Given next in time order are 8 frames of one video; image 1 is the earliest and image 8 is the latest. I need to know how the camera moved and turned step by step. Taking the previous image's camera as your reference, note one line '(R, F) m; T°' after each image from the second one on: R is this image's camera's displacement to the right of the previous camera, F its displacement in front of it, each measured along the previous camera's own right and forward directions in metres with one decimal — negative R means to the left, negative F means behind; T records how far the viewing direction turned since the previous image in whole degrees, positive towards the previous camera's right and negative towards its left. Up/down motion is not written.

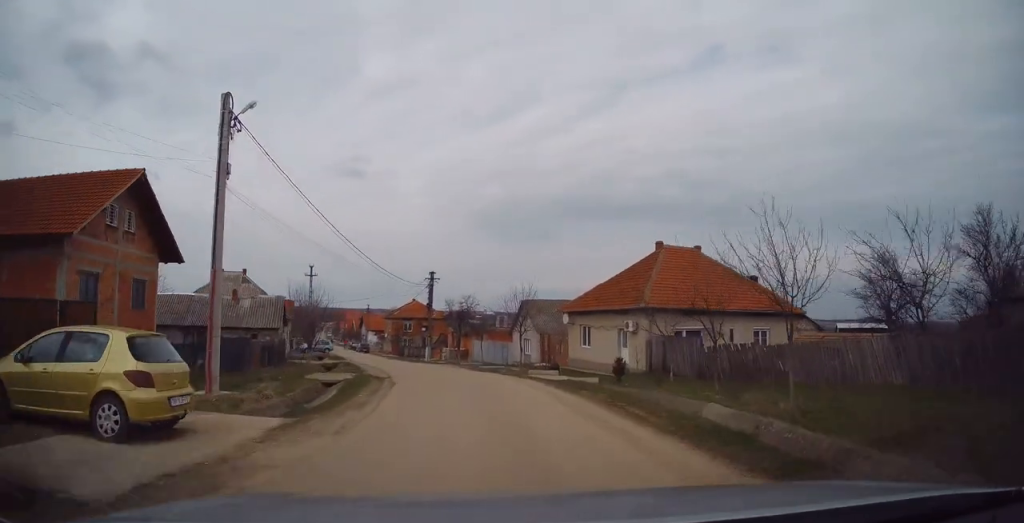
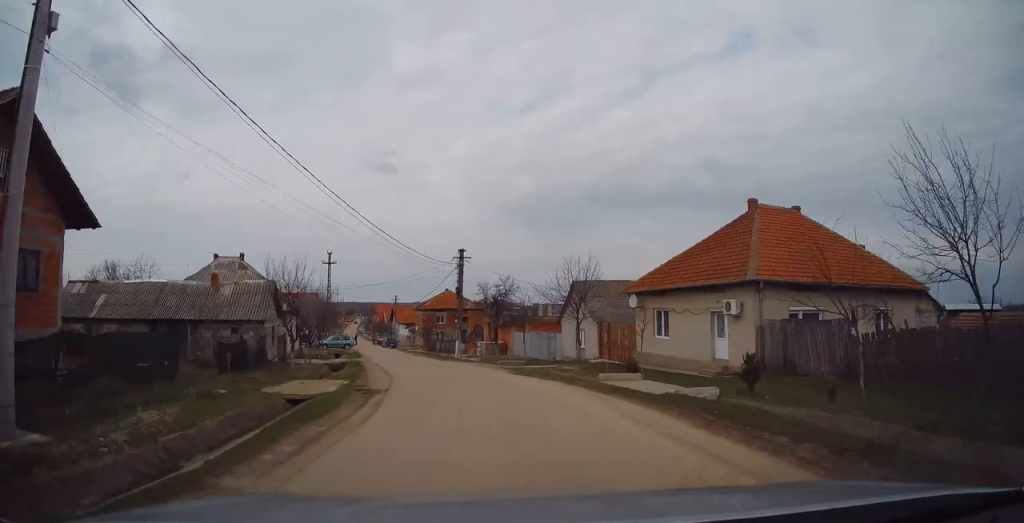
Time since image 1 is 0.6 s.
(0.0, +8.1) m; -4°
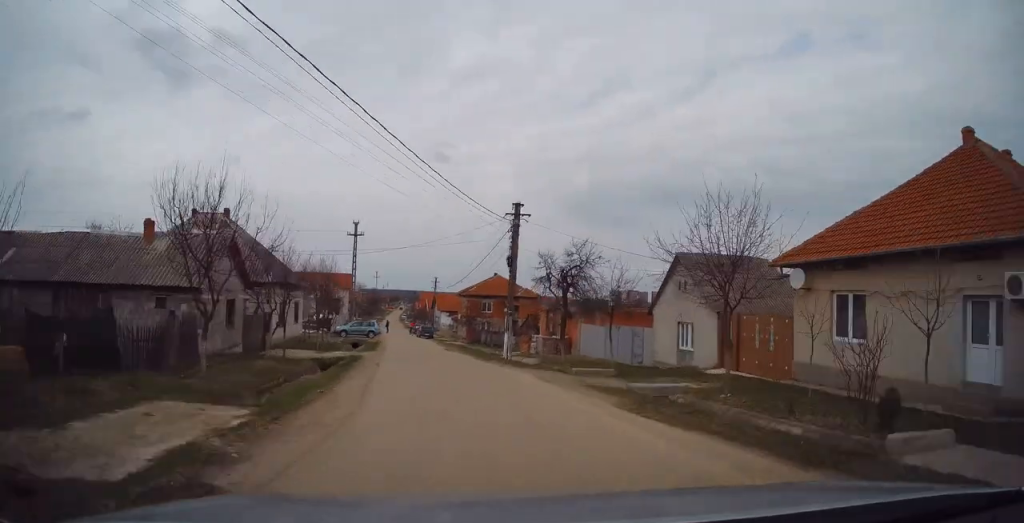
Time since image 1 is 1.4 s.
(-0.8, +10.8) m; -6°
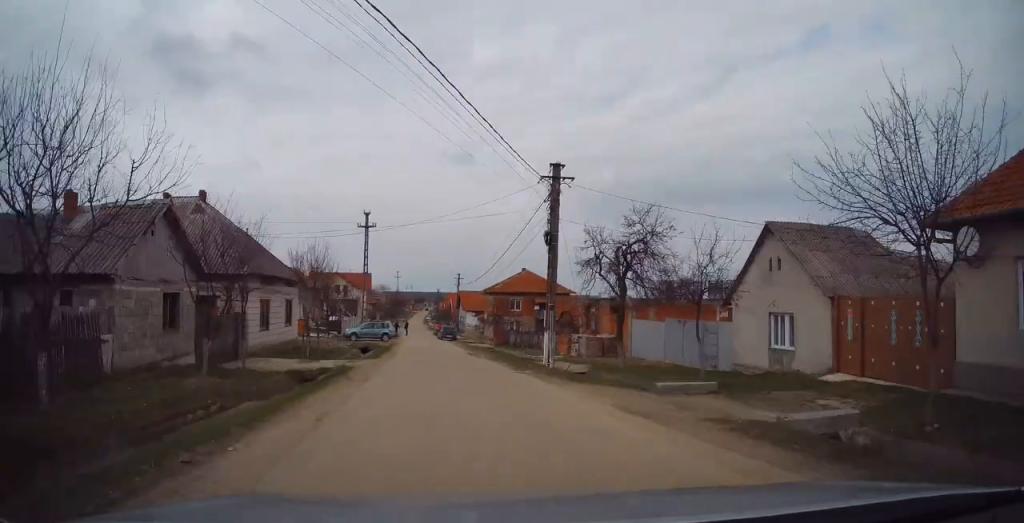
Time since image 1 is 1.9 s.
(-0.2, +6.3) m; -3°
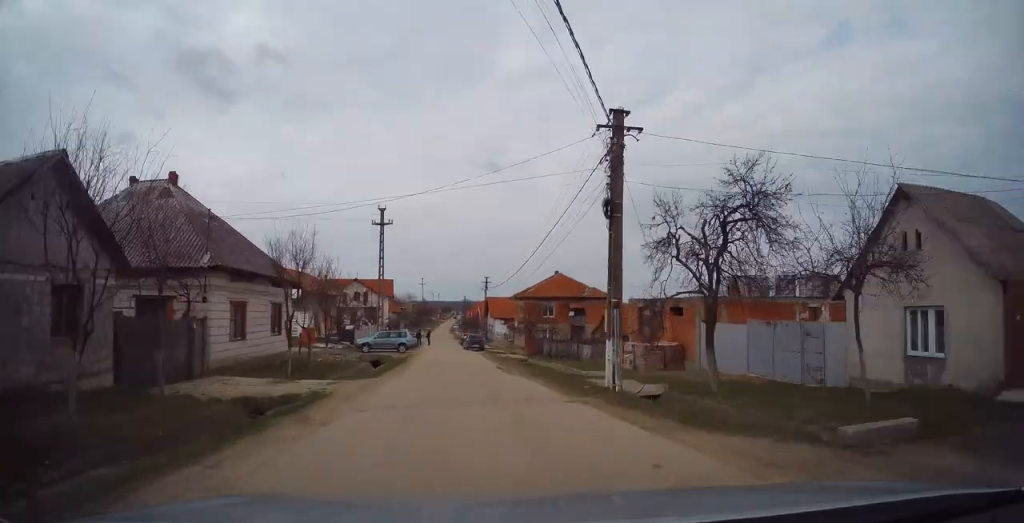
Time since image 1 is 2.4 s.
(-0.2, +6.3) m; -2°
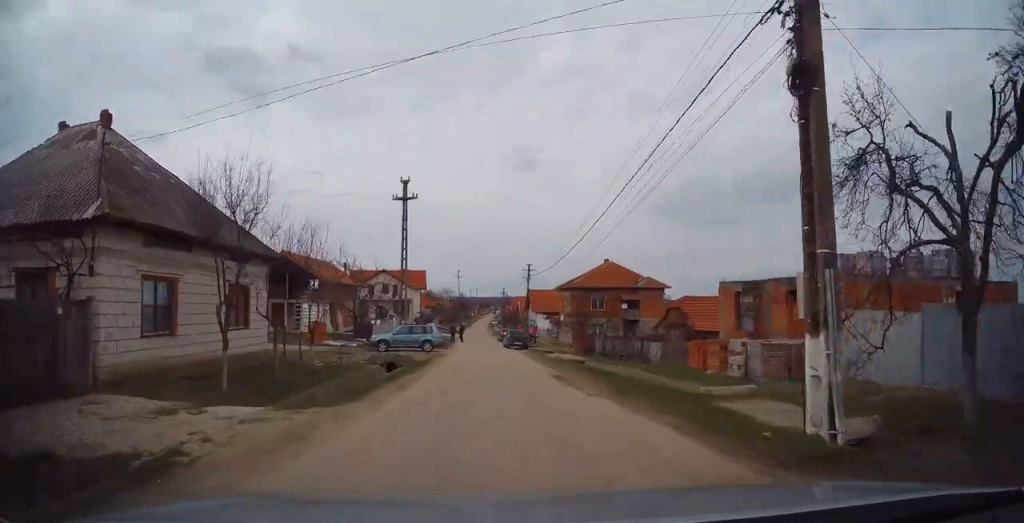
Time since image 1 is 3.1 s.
(-0.2, +8.1) m; -3°
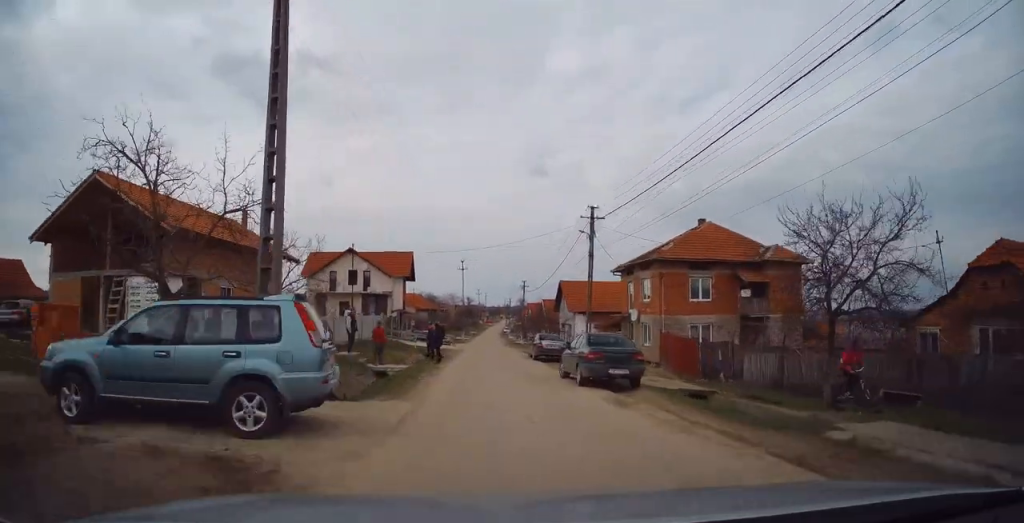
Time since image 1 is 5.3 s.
(-1.1, +26.9) m; -2°
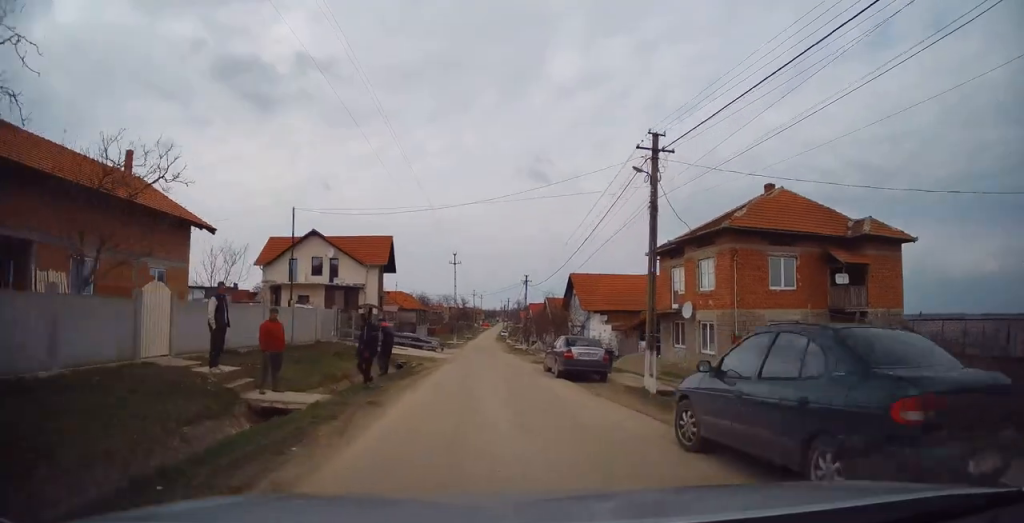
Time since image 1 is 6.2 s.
(-0.1, +10.6) m; +1°
